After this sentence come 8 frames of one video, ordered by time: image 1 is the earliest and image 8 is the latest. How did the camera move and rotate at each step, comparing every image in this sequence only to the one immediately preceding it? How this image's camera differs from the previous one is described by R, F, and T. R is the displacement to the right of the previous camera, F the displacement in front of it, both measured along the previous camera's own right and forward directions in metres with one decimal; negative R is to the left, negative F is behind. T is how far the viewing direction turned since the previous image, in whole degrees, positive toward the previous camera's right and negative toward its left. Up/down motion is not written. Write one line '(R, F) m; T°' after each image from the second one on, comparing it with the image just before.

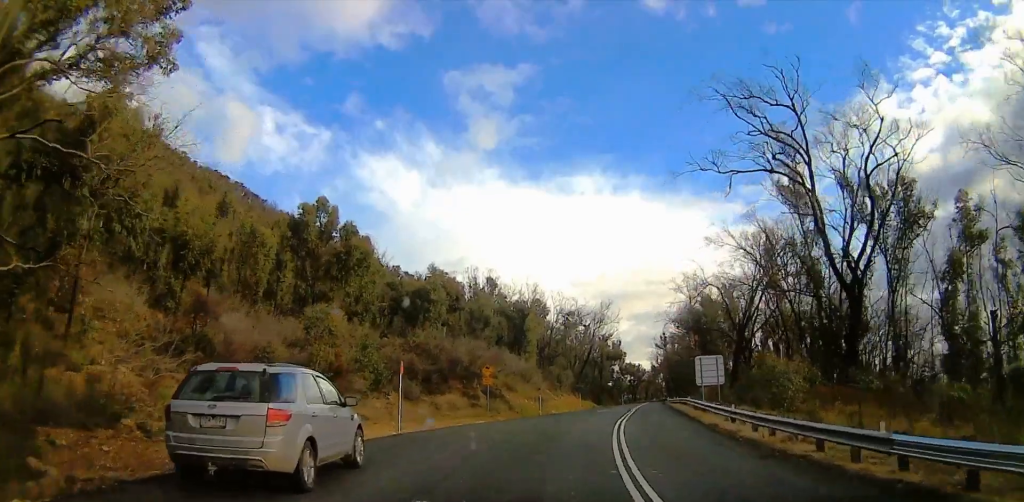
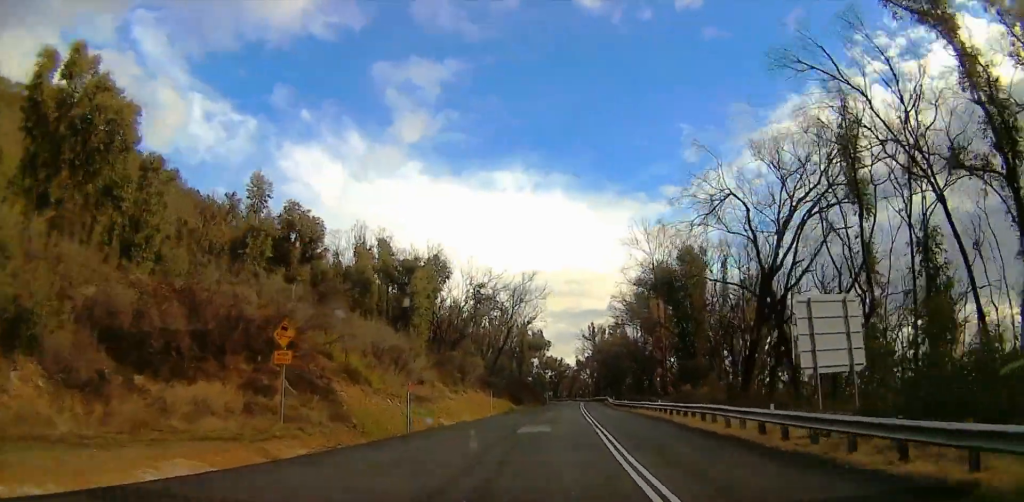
(+0.4, +26.1) m; +4°
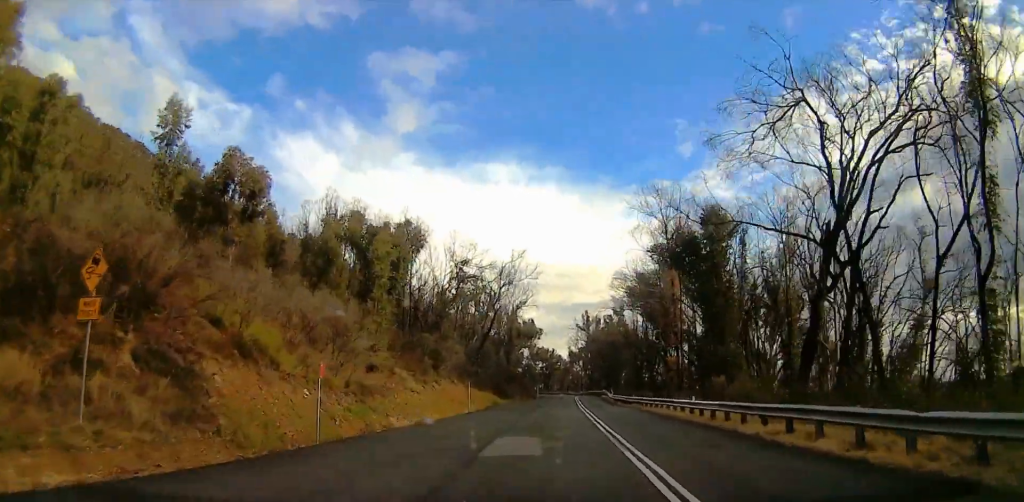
(+0.4, +10.4) m; +1°
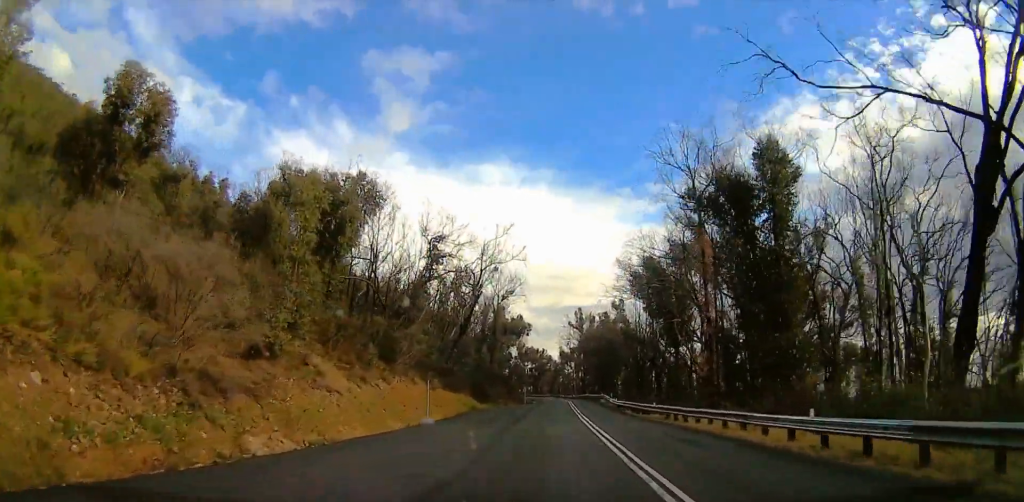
(+0.1, +12.5) m; +1°
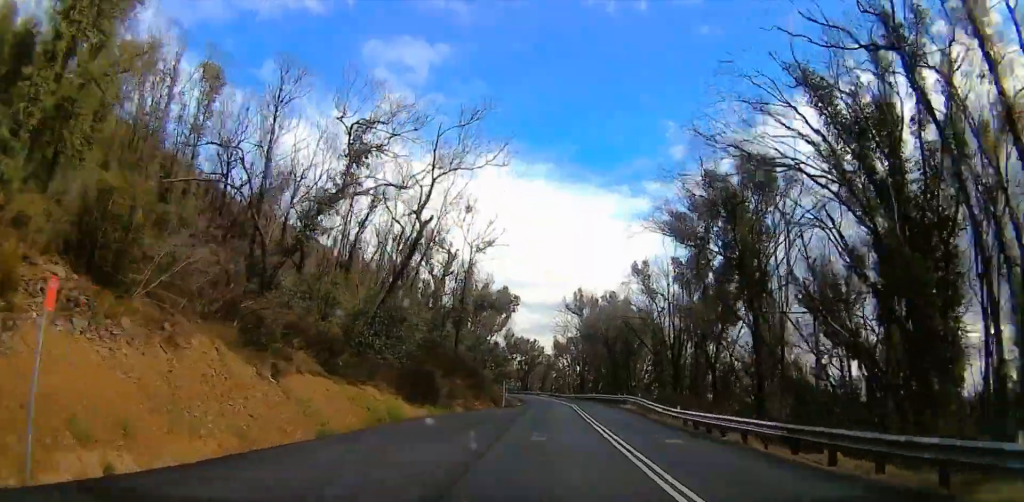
(+1.7, +26.2) m; +4°
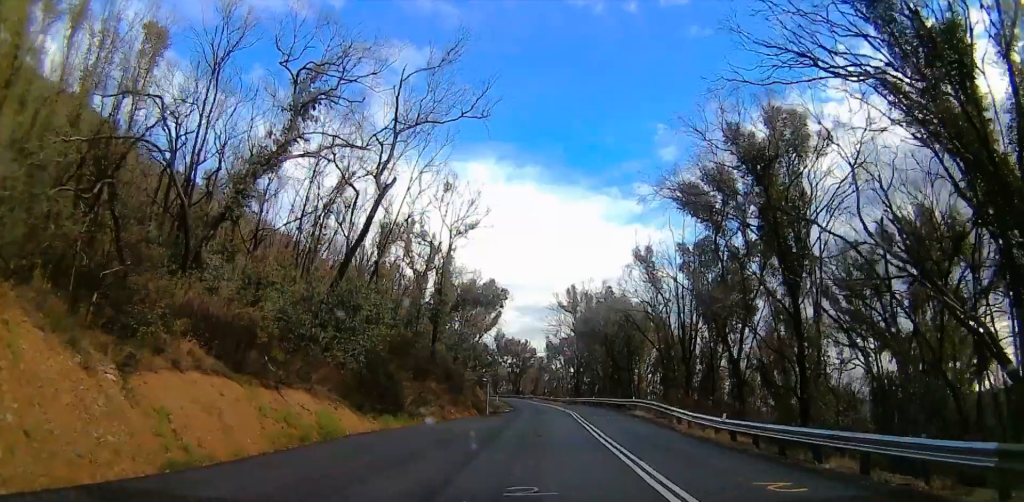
(-0.7, +7.9) m; -3°
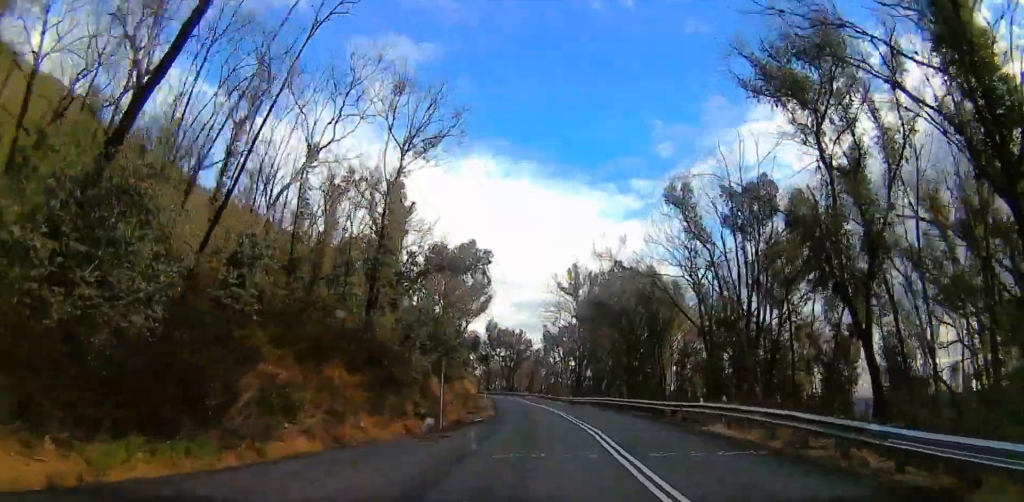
(-0.8, +17.4) m; -2°
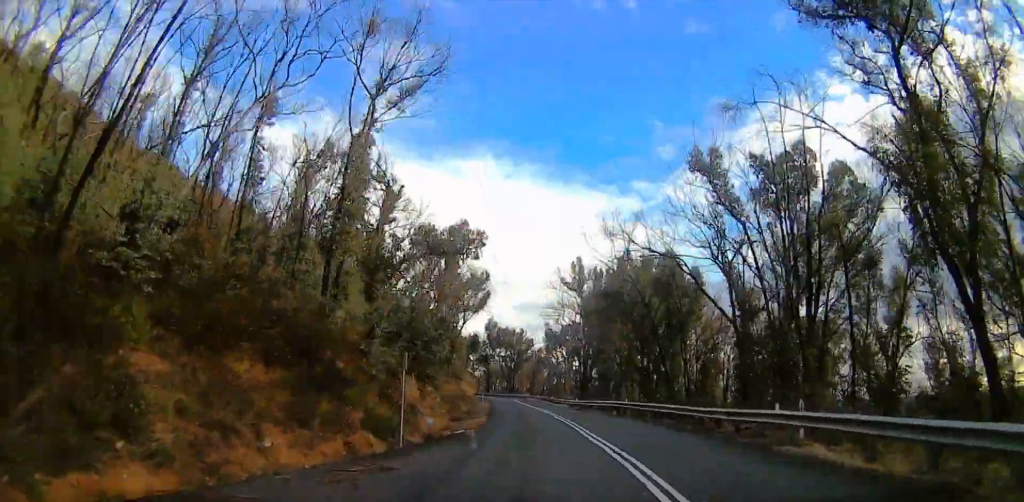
(-0.1, +6.8) m; +1°
